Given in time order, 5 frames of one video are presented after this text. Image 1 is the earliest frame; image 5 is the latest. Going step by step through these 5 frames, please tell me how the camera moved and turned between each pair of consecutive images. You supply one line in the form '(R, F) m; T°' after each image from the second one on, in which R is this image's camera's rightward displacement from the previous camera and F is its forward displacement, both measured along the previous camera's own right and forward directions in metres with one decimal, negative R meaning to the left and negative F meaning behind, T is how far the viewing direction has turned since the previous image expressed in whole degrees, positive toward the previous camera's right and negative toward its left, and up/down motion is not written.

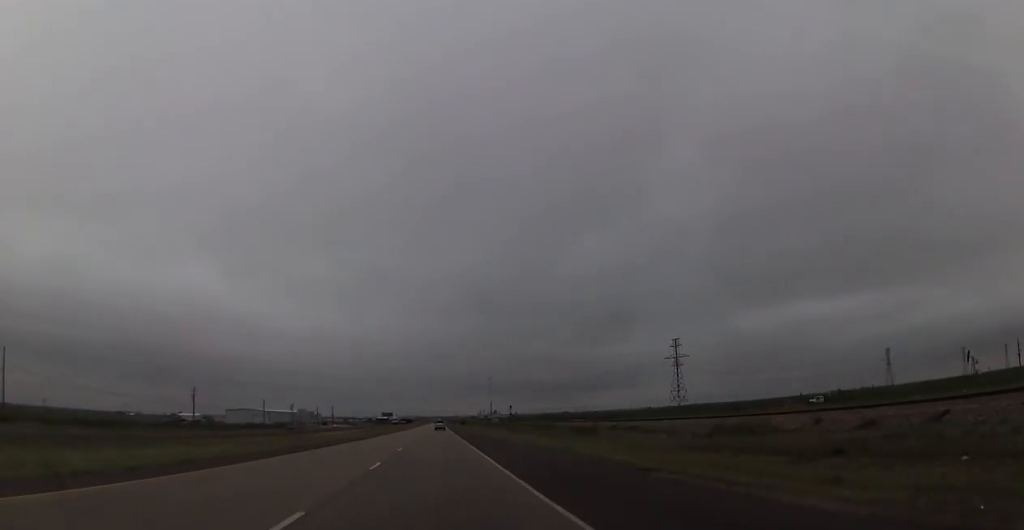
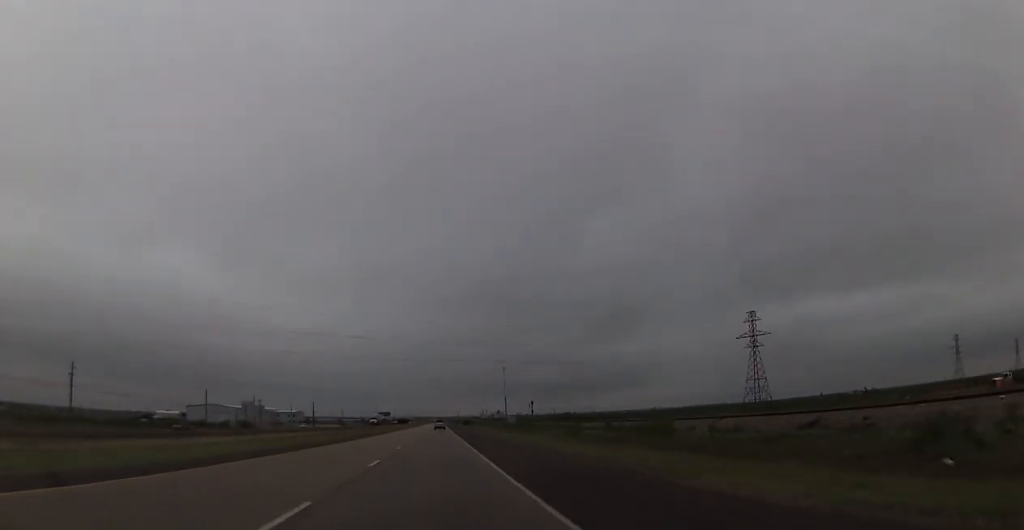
(-0.5, +60.3) m; 0°
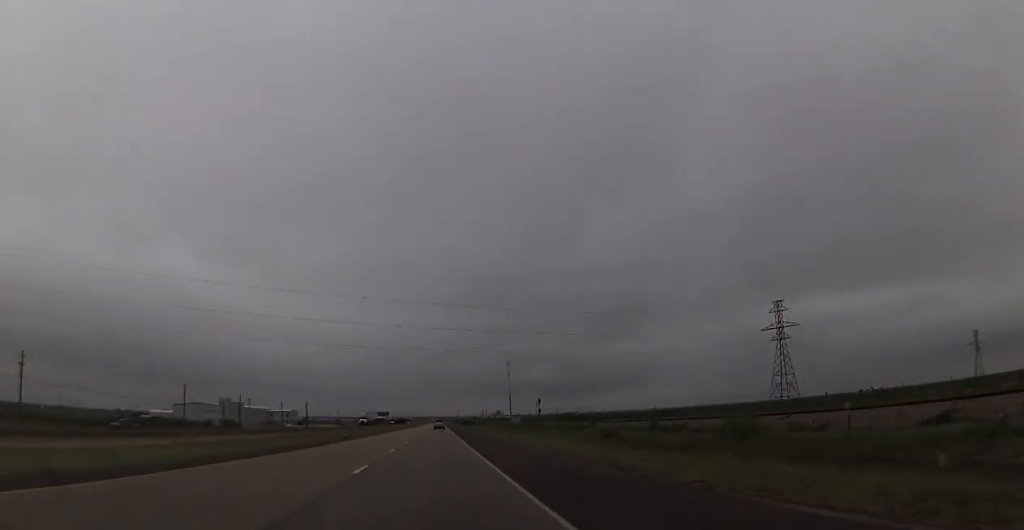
(+0.2, +15.4) m; 0°
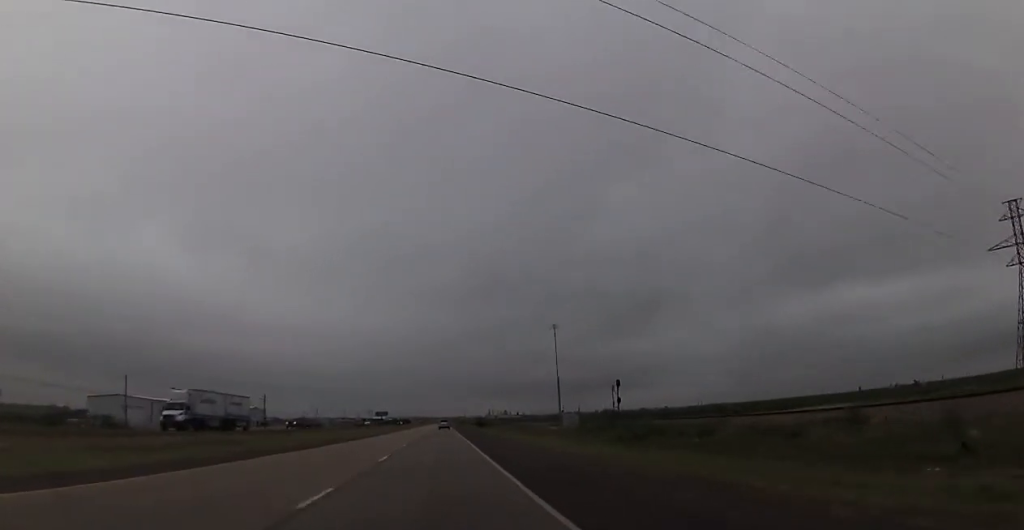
(0.0, +80.5) m; 0°
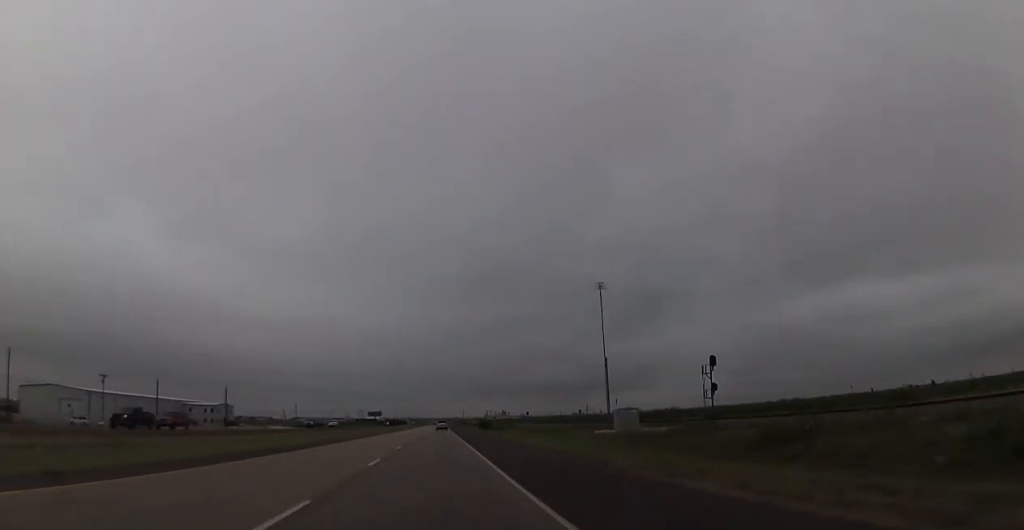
(-0.4, +39.2) m; 0°
